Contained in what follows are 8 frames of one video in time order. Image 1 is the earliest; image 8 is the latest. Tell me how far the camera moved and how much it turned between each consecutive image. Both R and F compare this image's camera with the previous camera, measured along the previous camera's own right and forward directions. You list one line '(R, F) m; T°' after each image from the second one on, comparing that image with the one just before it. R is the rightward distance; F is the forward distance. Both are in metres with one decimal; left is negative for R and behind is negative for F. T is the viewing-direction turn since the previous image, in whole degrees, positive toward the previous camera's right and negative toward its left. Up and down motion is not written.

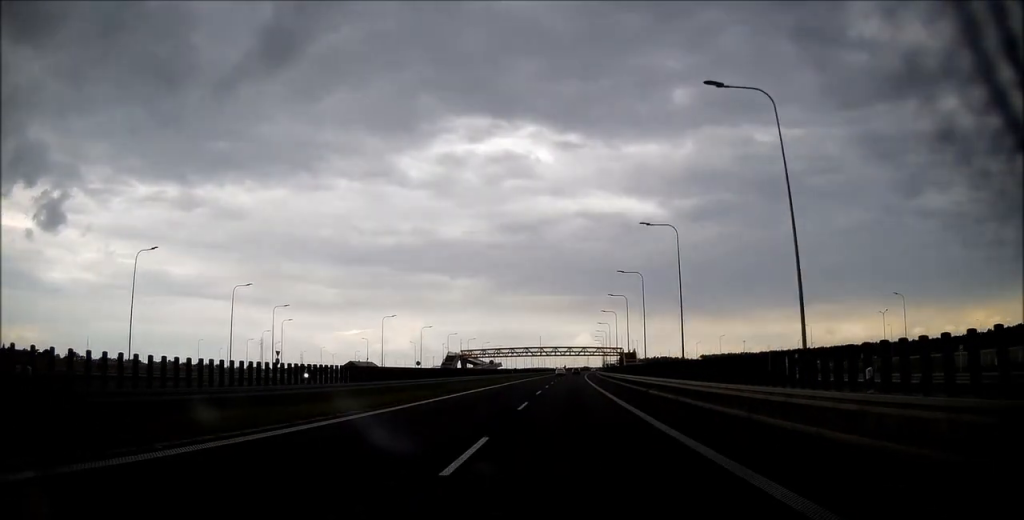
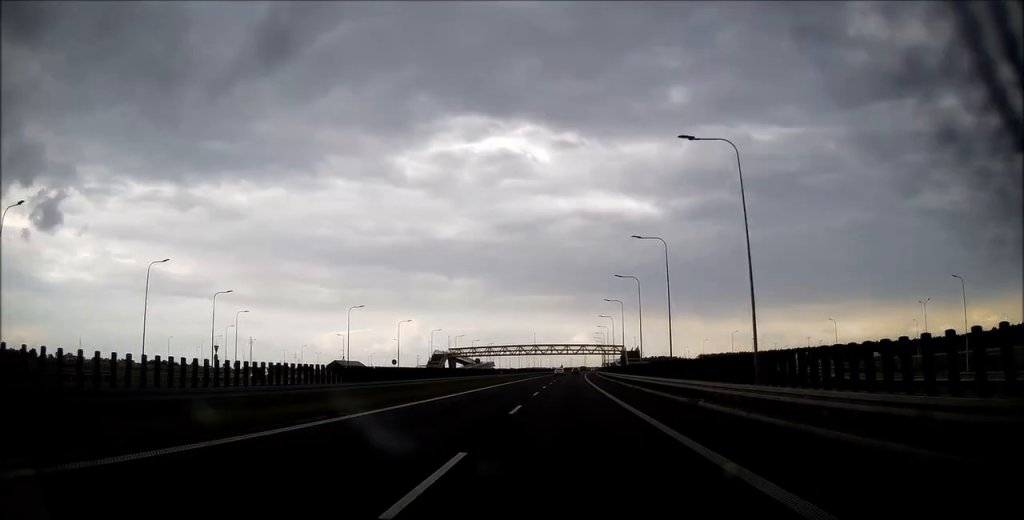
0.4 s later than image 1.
(+0.1, +14.2) m; 0°
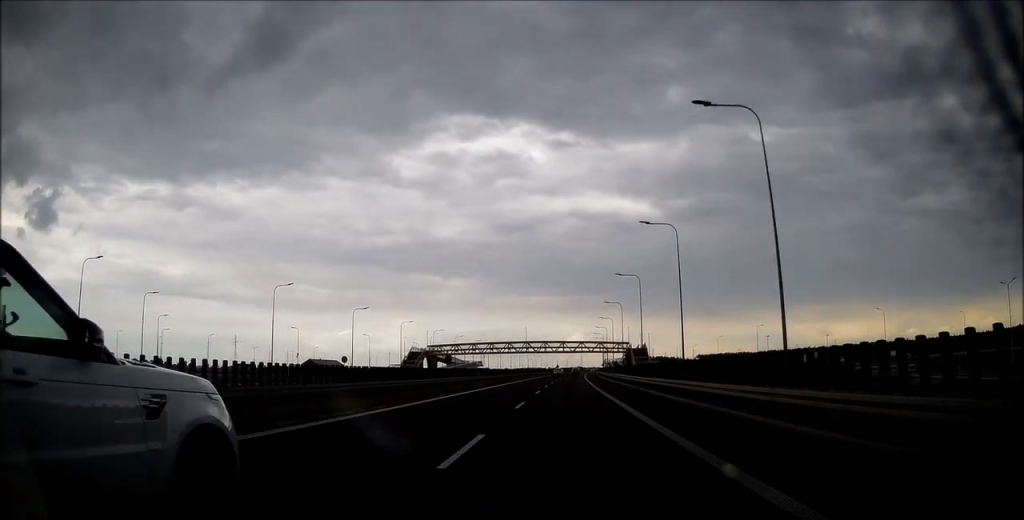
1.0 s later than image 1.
(+0.1, +21.3) m; 0°
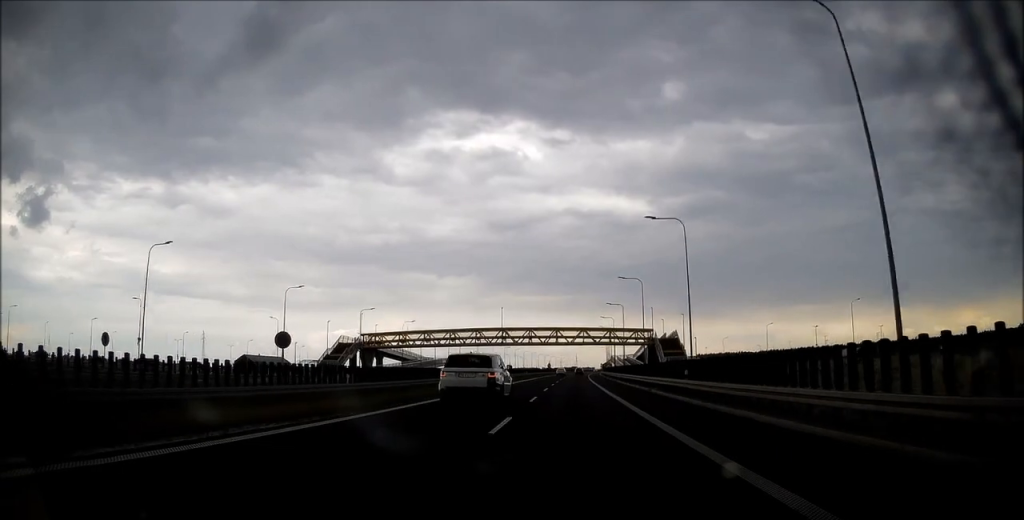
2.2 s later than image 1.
(+0.2, +44.1) m; +1°
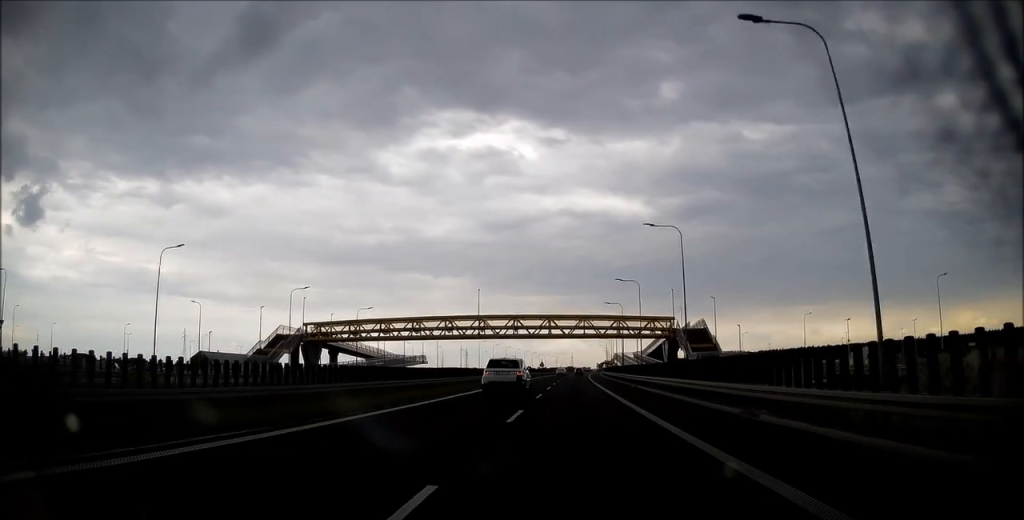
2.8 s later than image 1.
(+0.2, +21.5) m; 0°
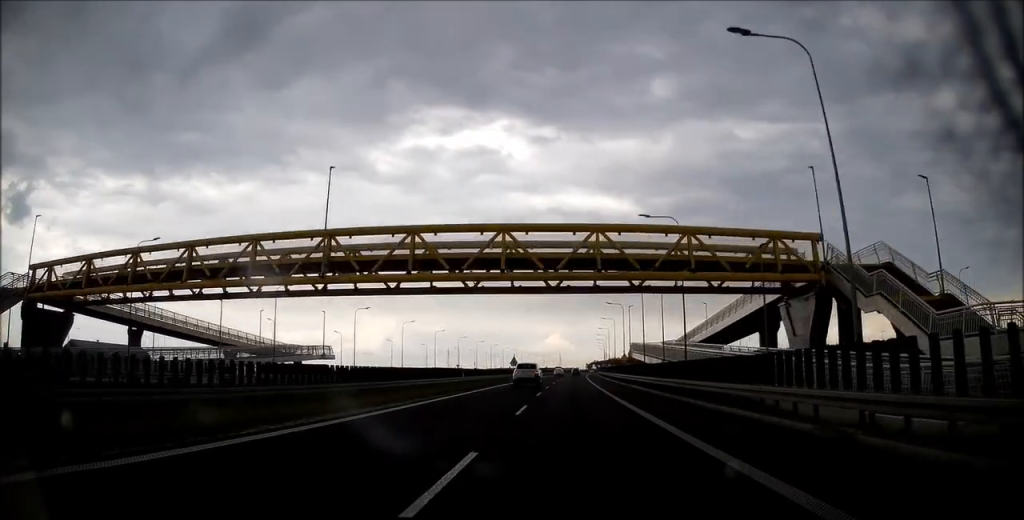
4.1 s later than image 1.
(+0.2, +45.5) m; 0°
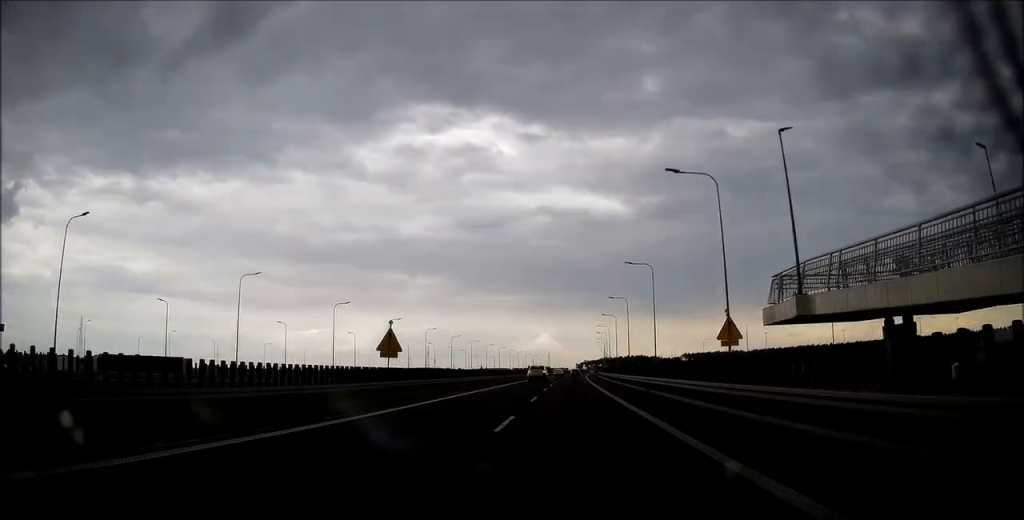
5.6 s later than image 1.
(+0.3, +52.9) m; +1°
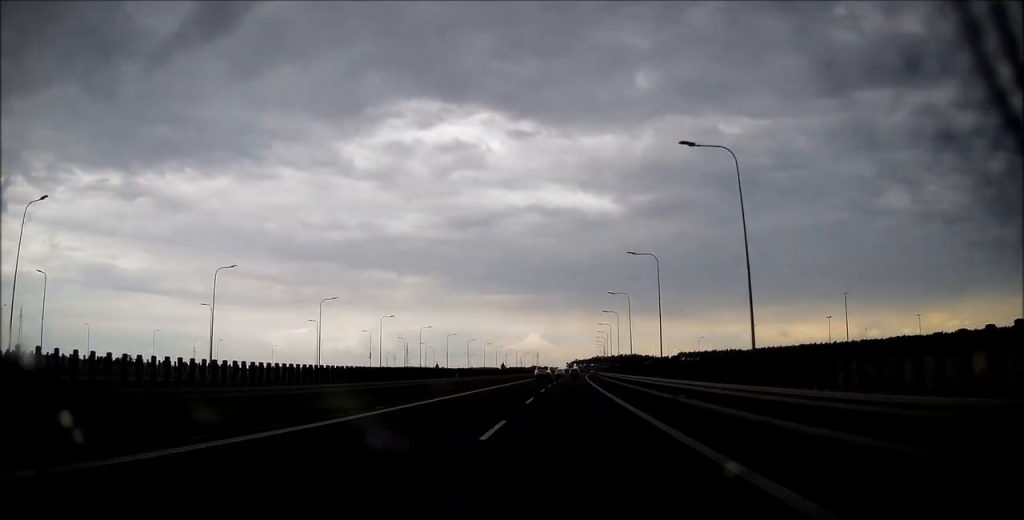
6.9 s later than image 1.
(+0.9, +49.6) m; +2°
